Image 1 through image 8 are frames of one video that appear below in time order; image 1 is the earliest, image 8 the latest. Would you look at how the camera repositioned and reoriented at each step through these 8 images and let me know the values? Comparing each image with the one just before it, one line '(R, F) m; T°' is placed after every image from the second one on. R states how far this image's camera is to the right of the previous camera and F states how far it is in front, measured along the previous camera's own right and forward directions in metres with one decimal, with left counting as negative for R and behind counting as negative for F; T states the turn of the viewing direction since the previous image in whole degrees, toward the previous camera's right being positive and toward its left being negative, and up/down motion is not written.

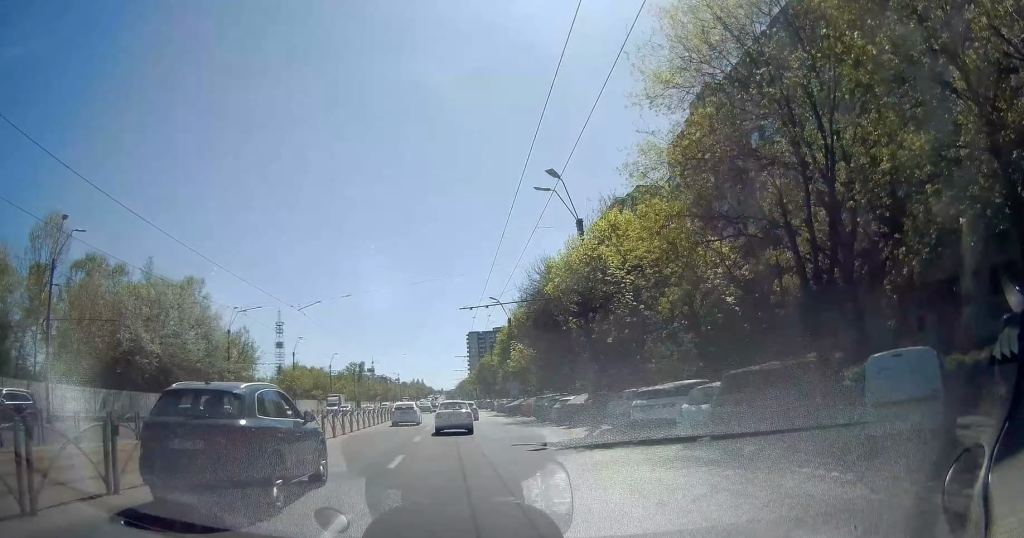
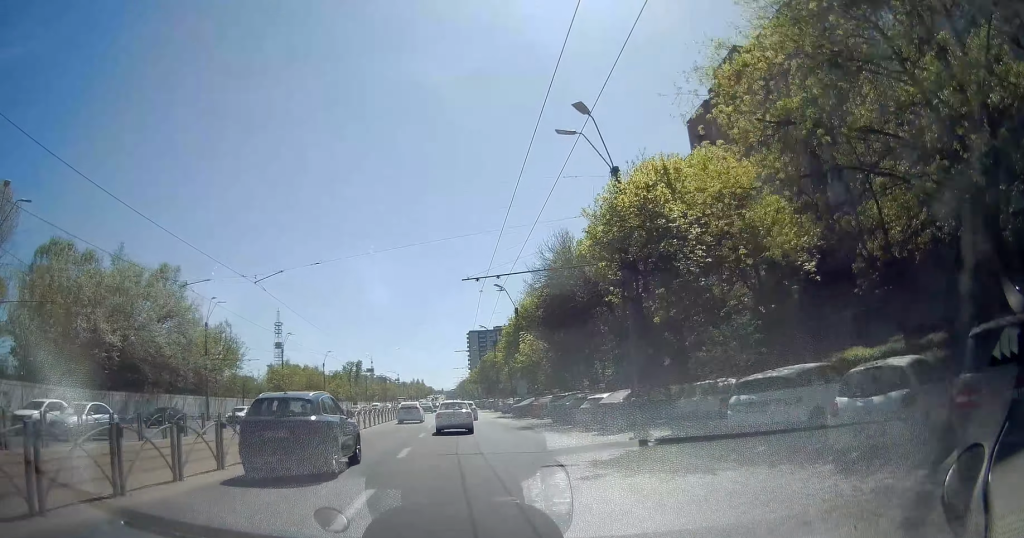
(+0.1, +6.6) m; +1°
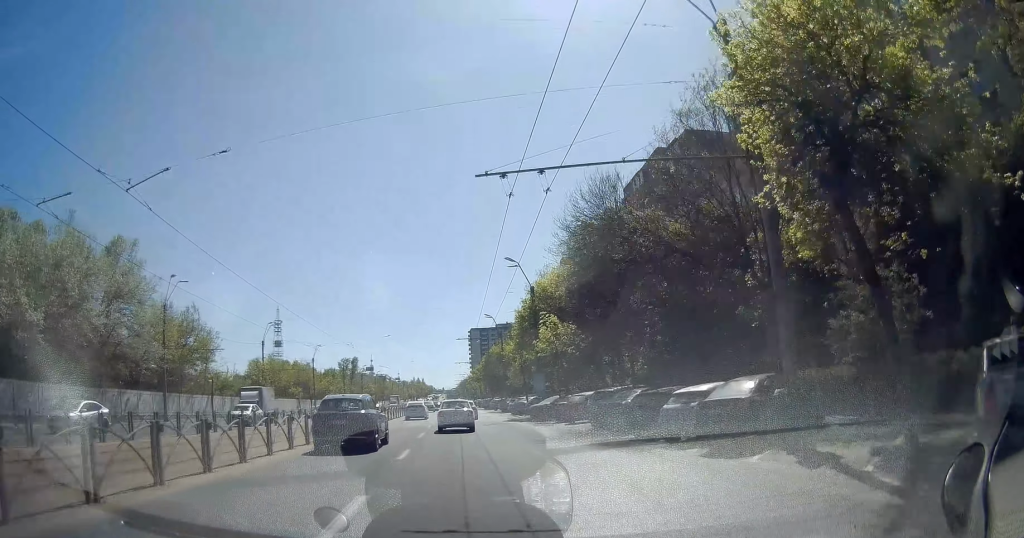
(+0.1, +9.9) m; 0°
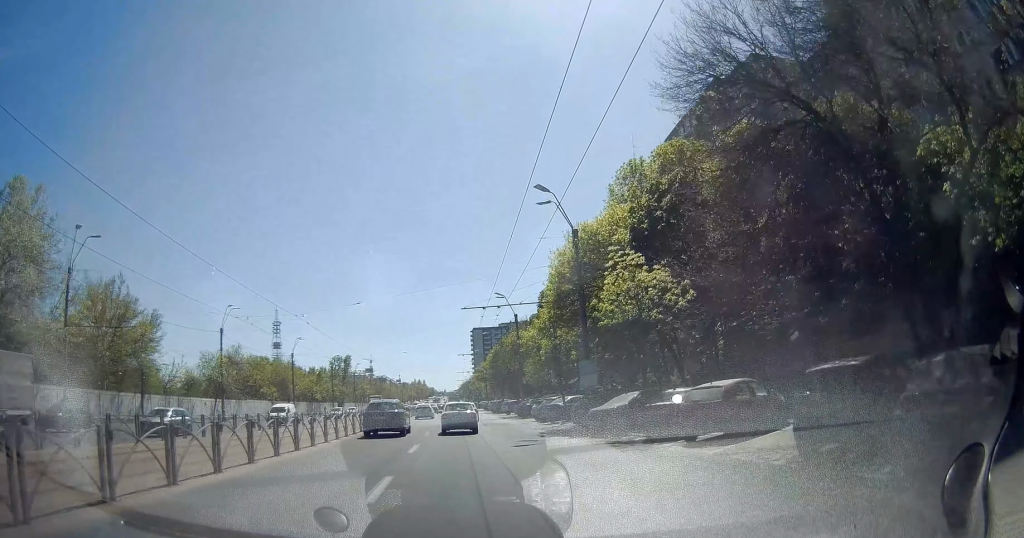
(-0.2, +15.2) m; -1°
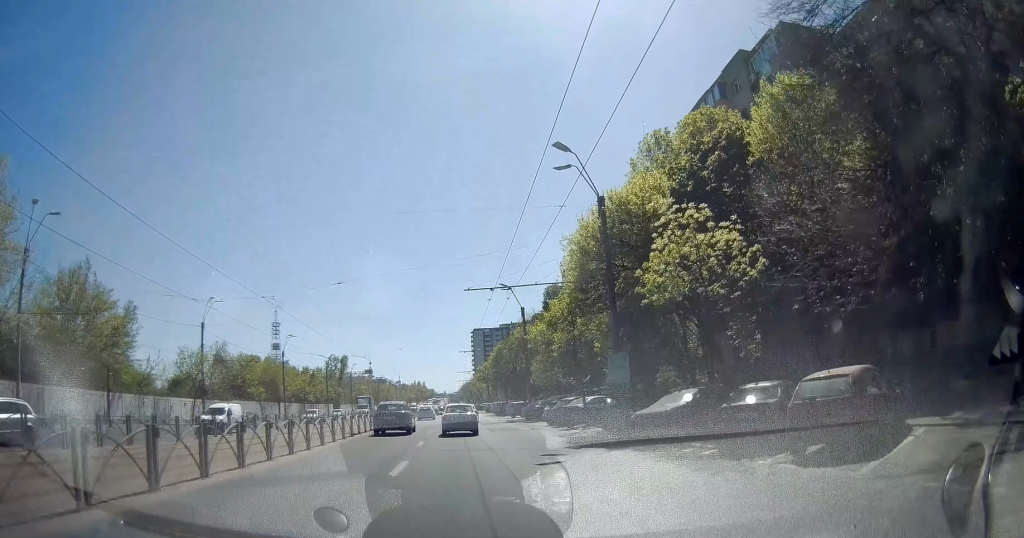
(0.0, +5.2) m; 0°
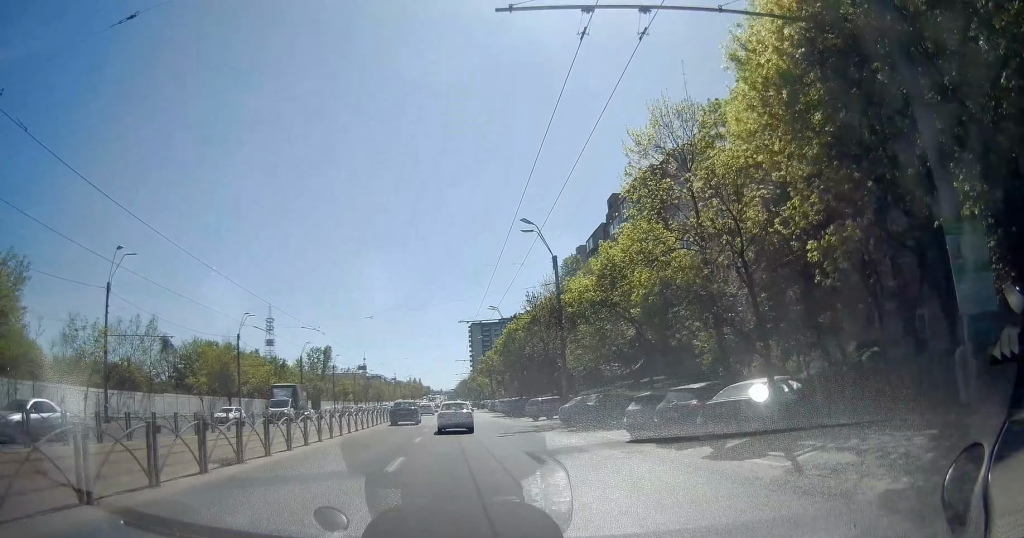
(+0.4, +17.7) m; +2°
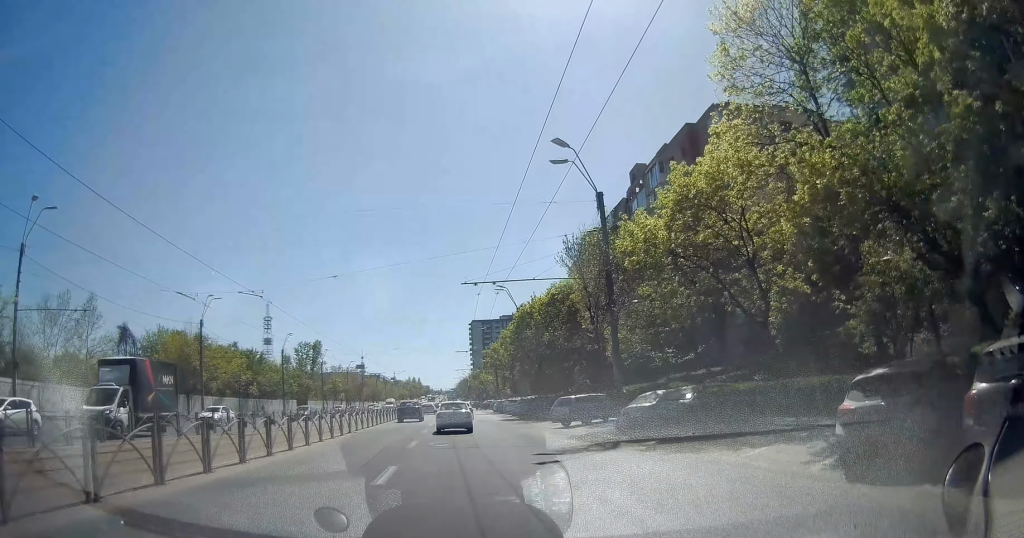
(0.0, +10.9) m; +1°
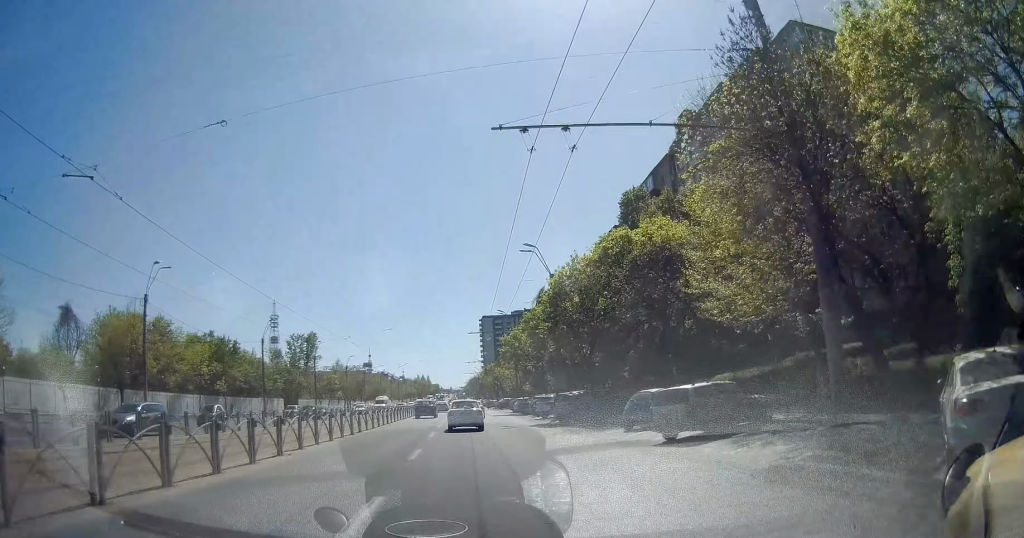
(+0.3, +13.8) m; +2°
